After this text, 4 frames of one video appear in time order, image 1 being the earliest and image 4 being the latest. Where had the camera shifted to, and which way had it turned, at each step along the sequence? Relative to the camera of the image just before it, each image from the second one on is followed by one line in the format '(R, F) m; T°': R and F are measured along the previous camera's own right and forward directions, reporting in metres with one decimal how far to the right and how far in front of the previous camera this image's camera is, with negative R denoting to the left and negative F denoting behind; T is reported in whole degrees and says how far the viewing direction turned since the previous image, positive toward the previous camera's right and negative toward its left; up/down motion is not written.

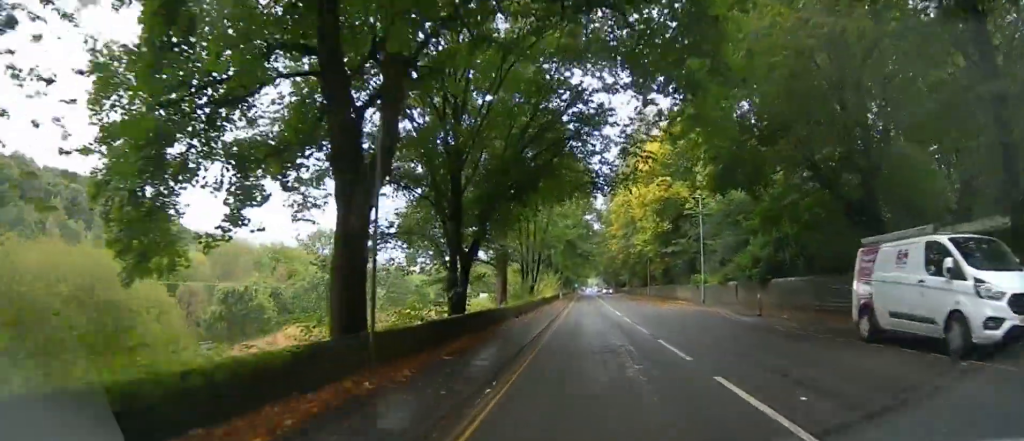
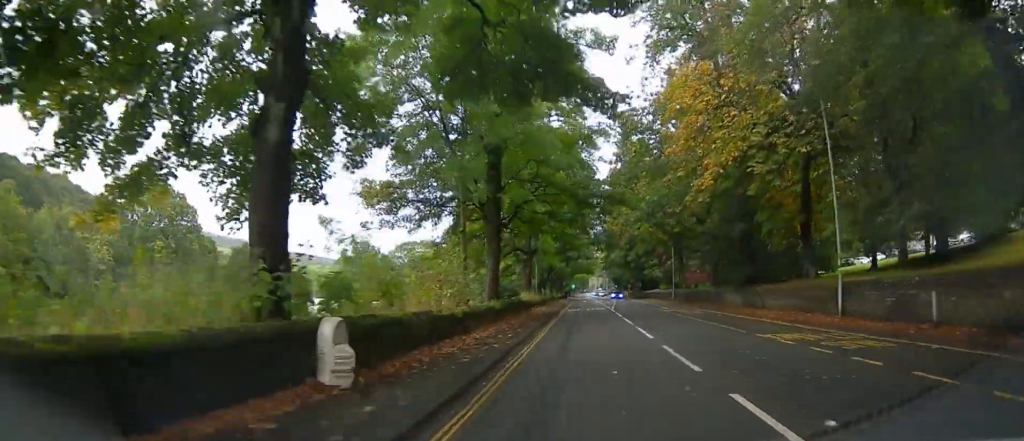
(0.0, +60.6) m; 0°
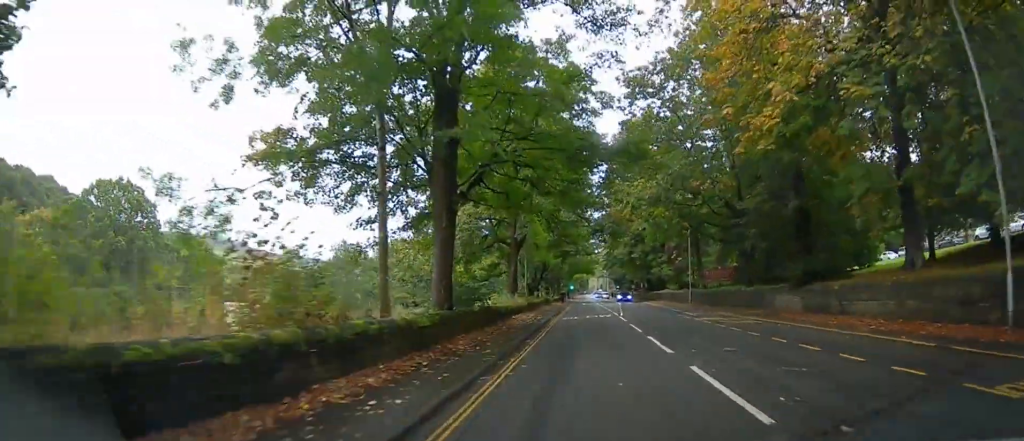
(0.0, +9.1) m; 0°
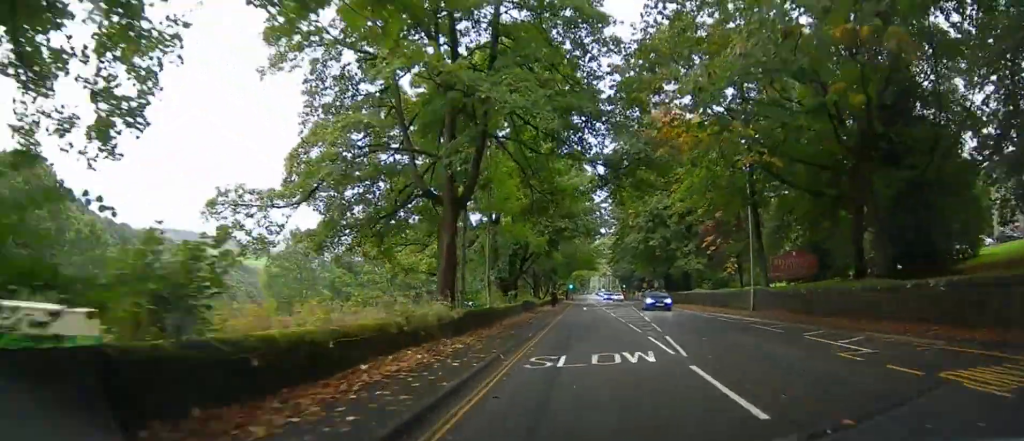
(0.0, +17.2) m; 0°
